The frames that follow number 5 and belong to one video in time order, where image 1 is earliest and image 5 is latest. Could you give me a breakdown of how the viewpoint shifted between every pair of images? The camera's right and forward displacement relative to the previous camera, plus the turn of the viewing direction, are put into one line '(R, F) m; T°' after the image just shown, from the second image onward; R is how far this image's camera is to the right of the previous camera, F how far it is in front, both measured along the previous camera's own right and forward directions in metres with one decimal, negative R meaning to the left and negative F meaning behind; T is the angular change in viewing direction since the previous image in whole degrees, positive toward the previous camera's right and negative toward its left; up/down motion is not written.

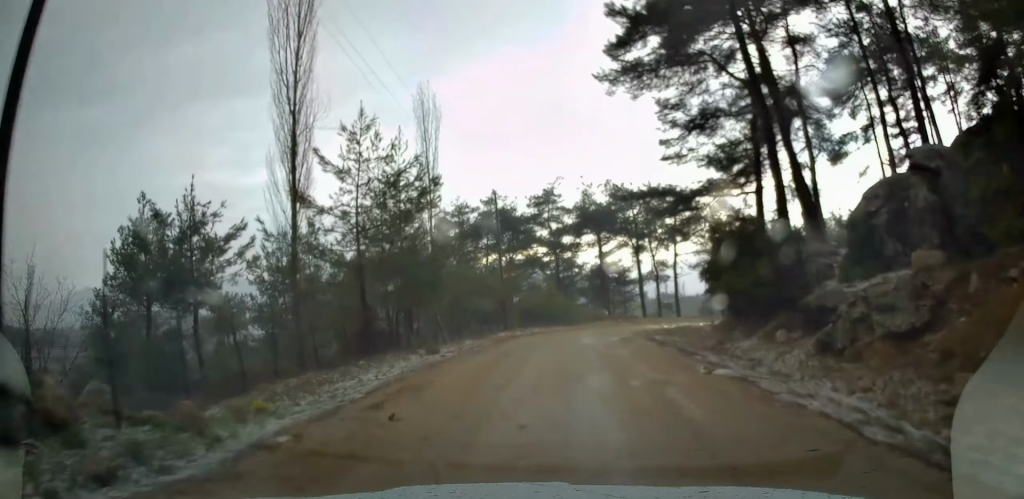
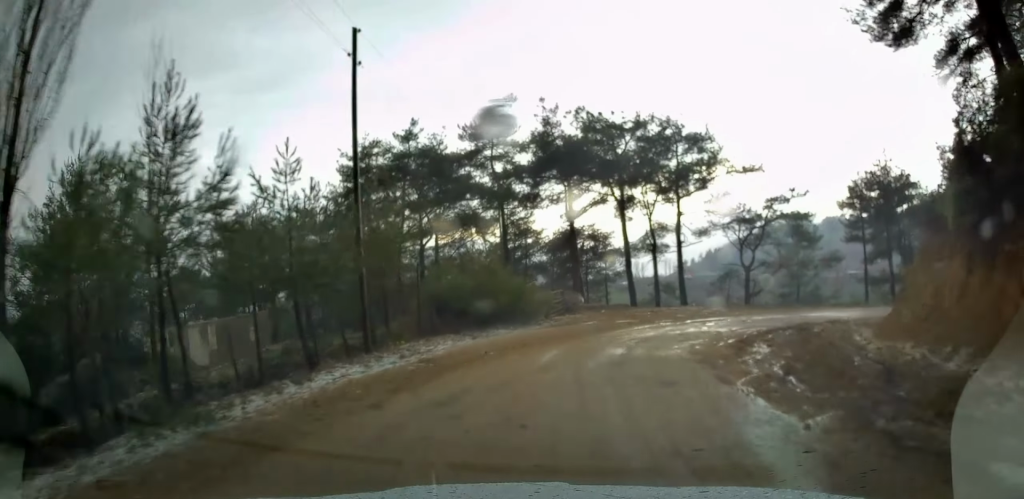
(+0.3, +20.1) m; +5°
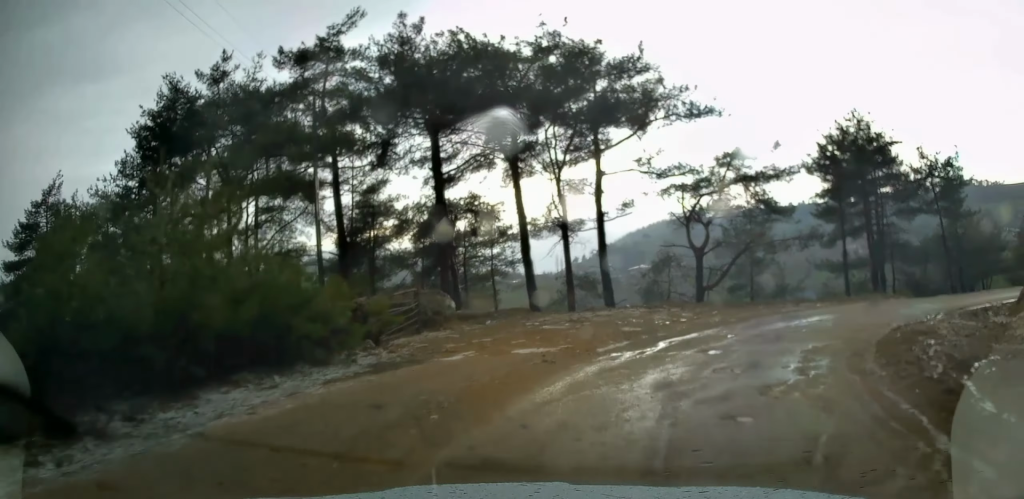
(+1.2, +13.7) m; +13°
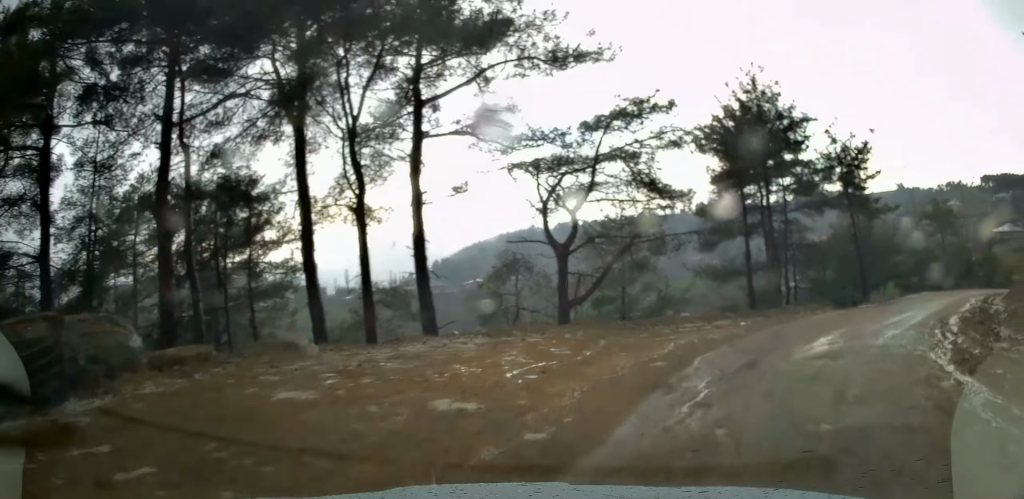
(+1.8, +9.5) m; +22°
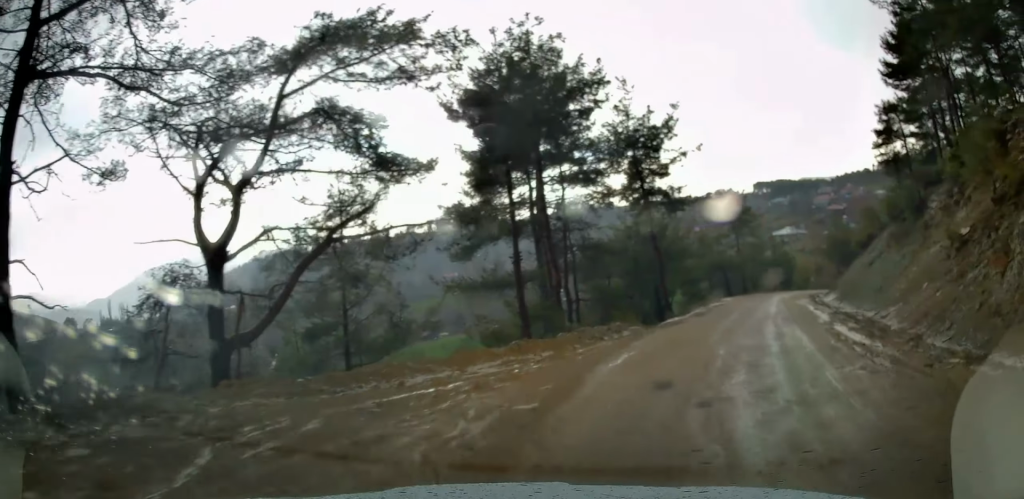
(+1.2, +8.5) m; +19°
